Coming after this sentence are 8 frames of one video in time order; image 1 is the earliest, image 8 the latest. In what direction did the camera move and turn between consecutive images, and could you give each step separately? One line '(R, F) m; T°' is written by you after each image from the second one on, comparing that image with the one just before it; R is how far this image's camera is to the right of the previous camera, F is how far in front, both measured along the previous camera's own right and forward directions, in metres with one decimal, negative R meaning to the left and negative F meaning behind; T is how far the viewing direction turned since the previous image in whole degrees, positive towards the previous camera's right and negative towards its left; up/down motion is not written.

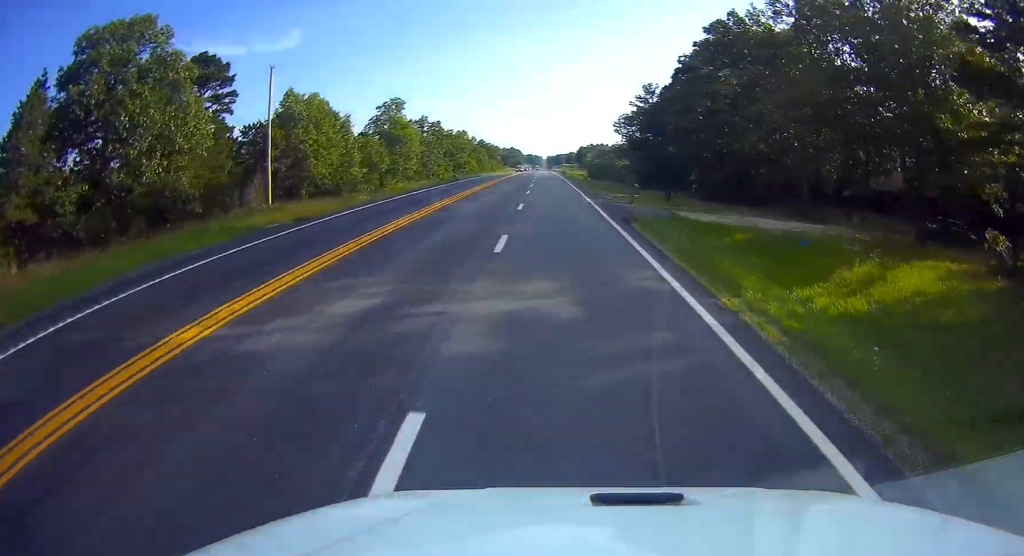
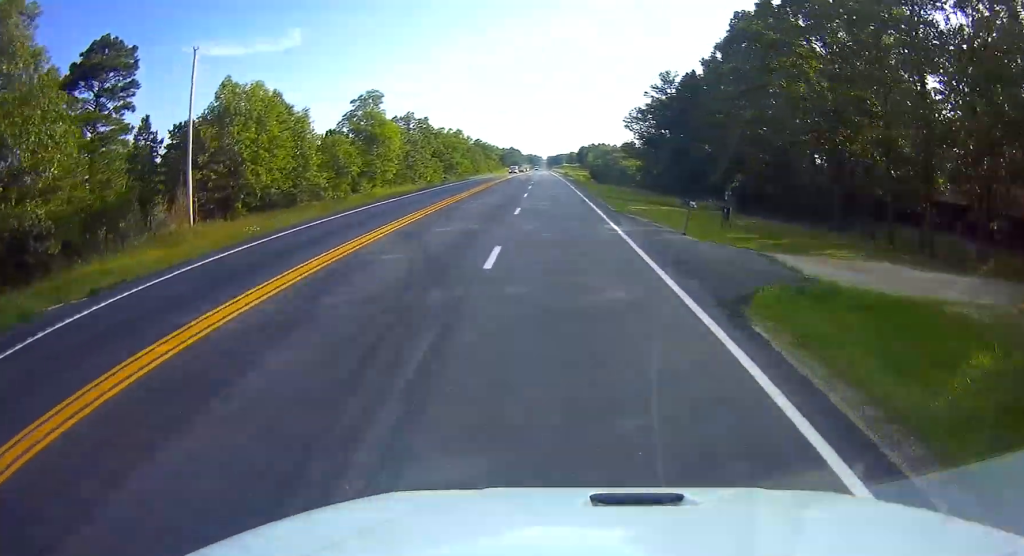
(+0.3, +14.3) m; 0°
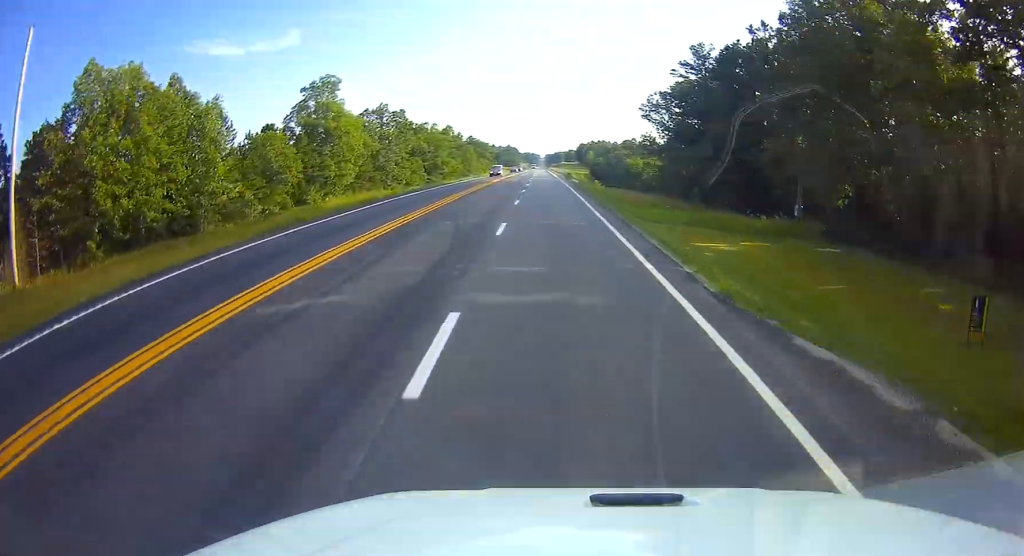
(+0.1, +18.8) m; 0°
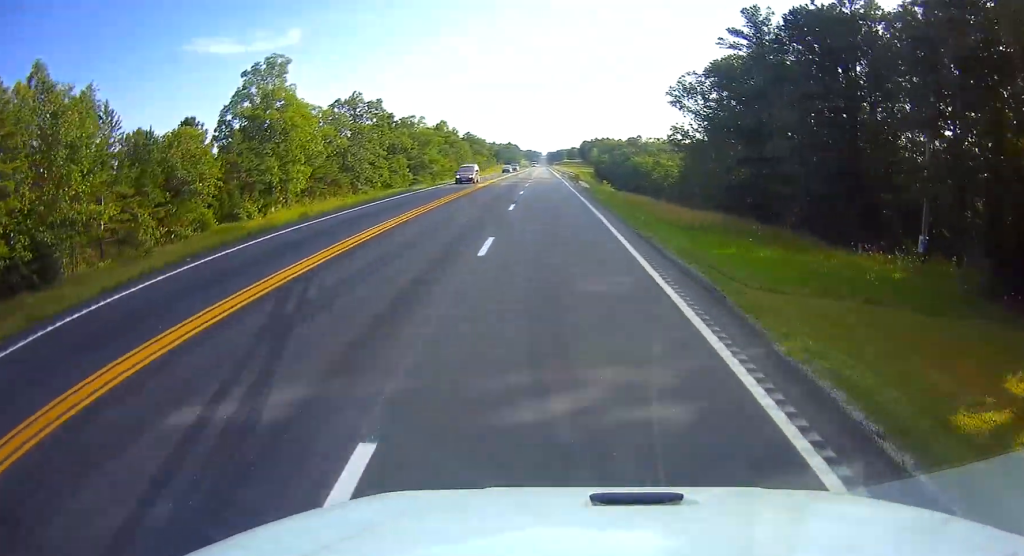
(-0.4, +16.2) m; 0°
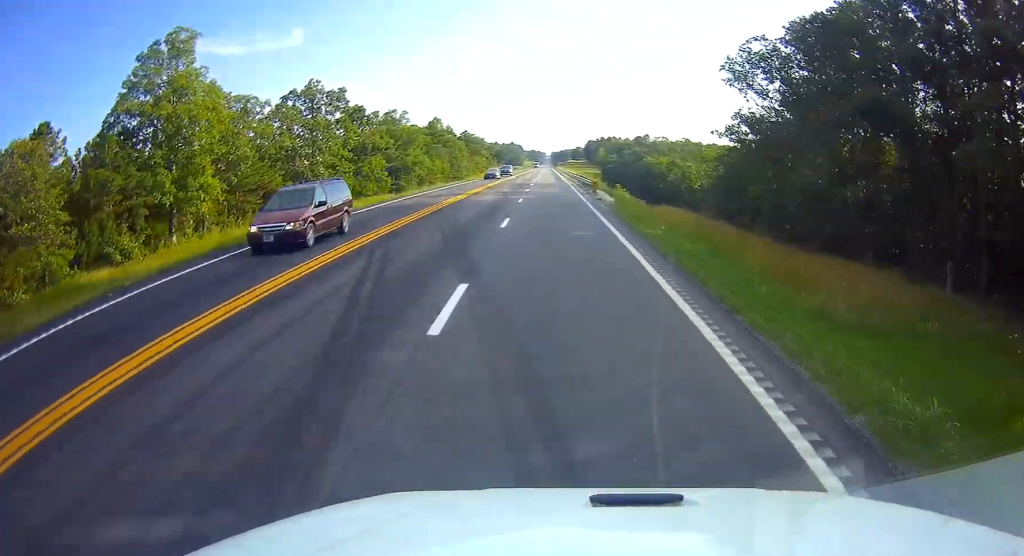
(+0.2, +18.2) m; 0°
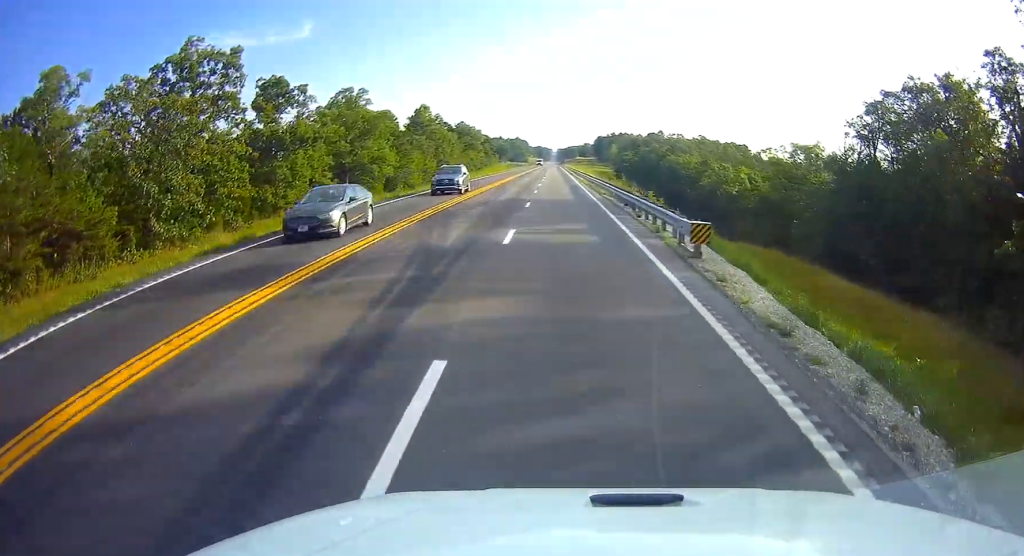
(-0.1, +28.6) m; 0°
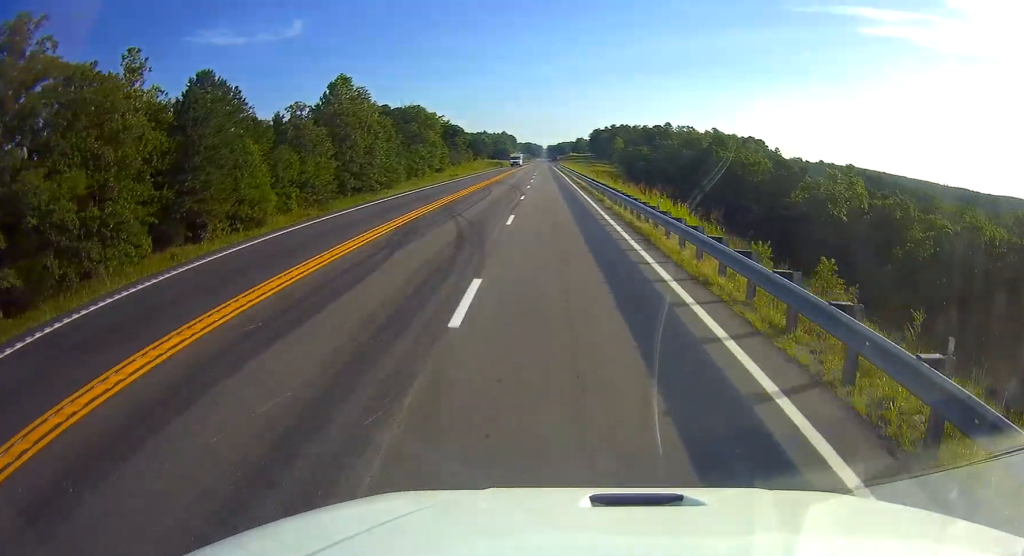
(-0.3, +56.6) m; 0°
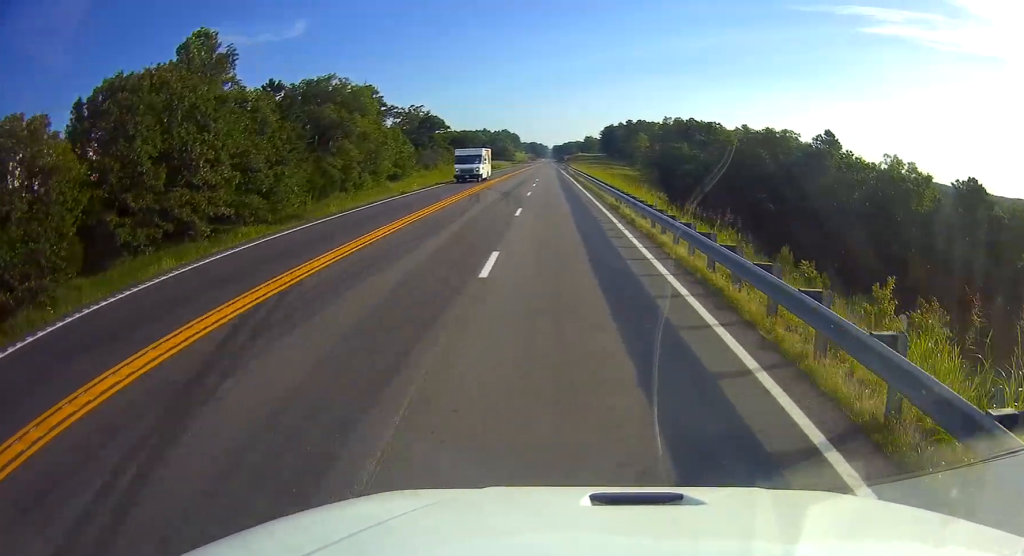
(+0.2, +45.5) m; 0°
